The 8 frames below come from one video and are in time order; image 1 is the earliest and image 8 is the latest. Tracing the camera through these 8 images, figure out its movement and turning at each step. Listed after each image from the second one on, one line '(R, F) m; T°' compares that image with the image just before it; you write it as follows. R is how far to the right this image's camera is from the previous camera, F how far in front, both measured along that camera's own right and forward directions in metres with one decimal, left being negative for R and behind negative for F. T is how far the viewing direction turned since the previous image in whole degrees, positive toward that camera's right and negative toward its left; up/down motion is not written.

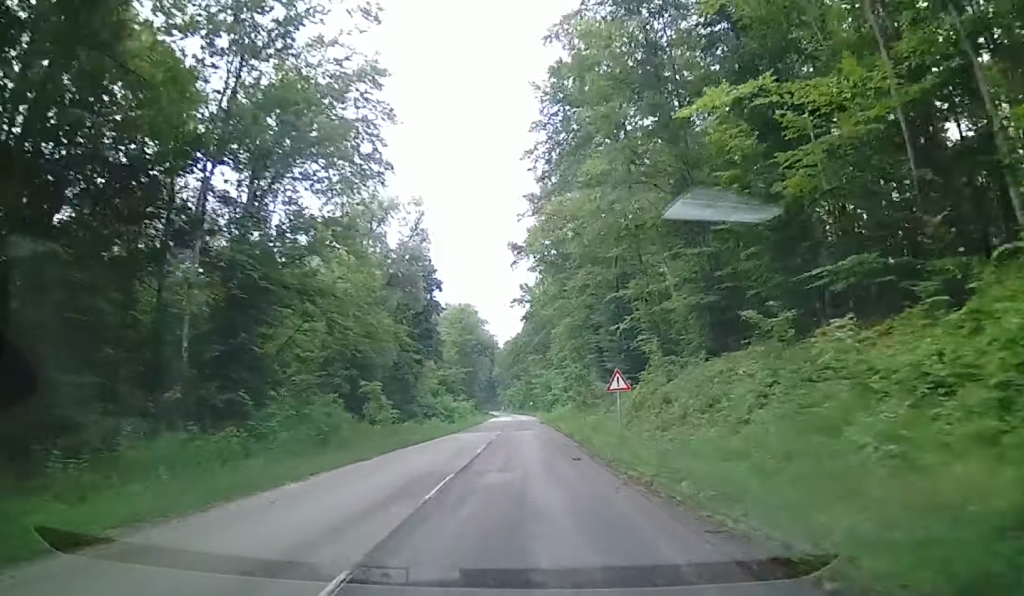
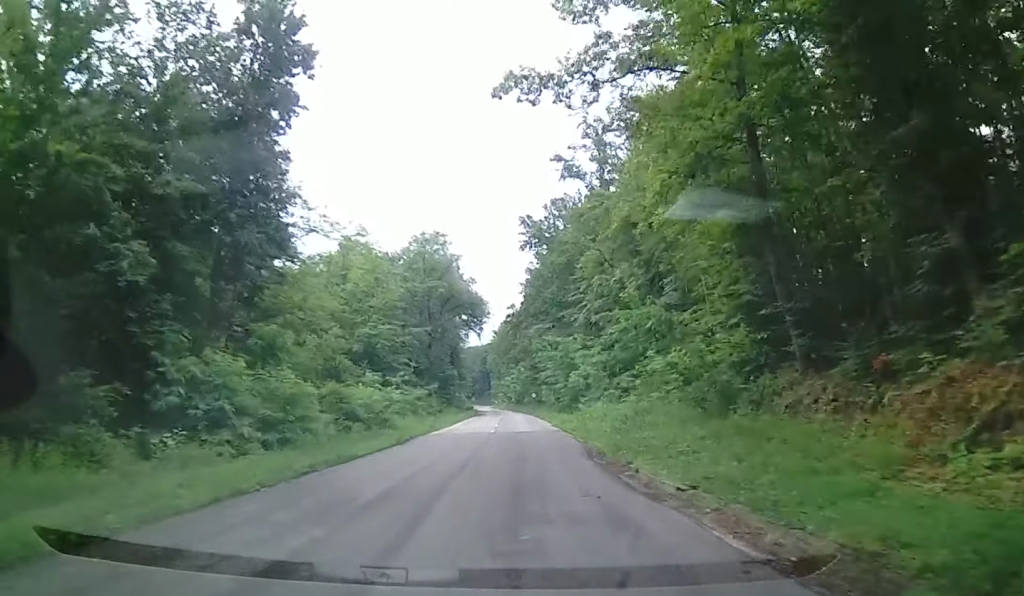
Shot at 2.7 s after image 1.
(+0.2, +44.2) m; -1°
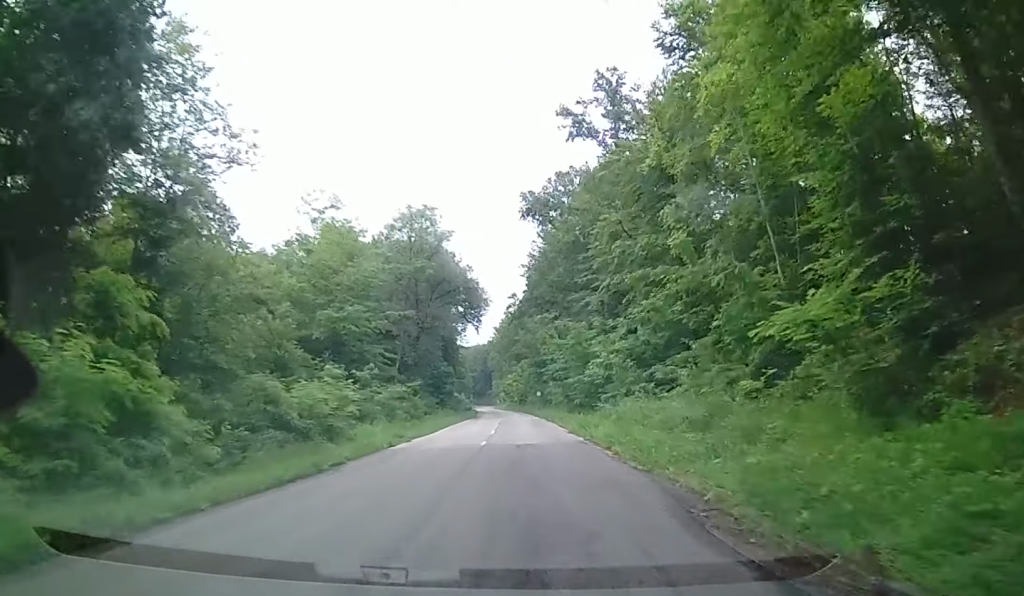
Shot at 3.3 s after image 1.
(-0.1, +10.1) m; 0°
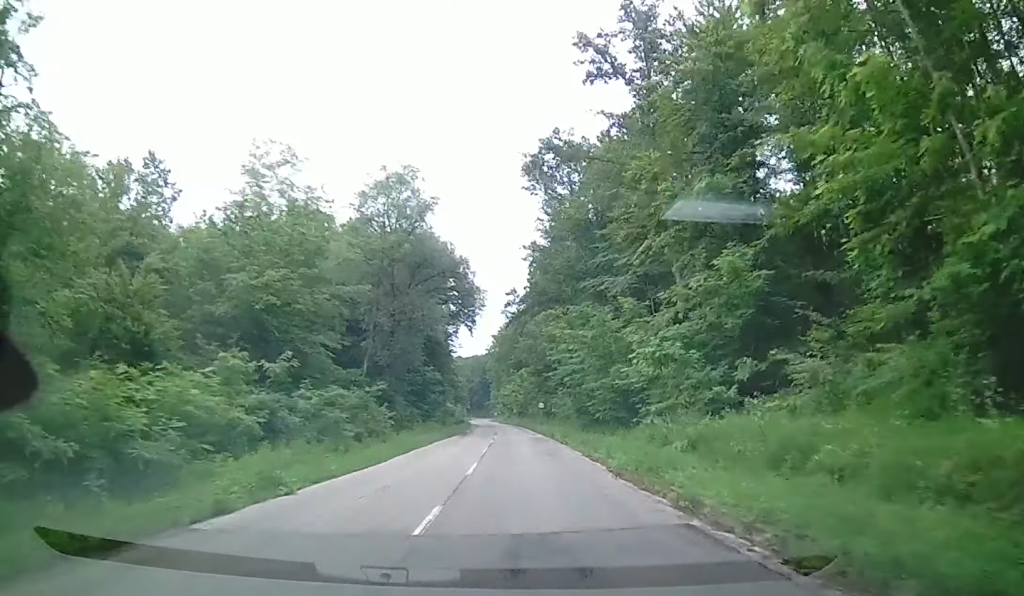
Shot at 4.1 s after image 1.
(+0.2, +13.0) m; +1°
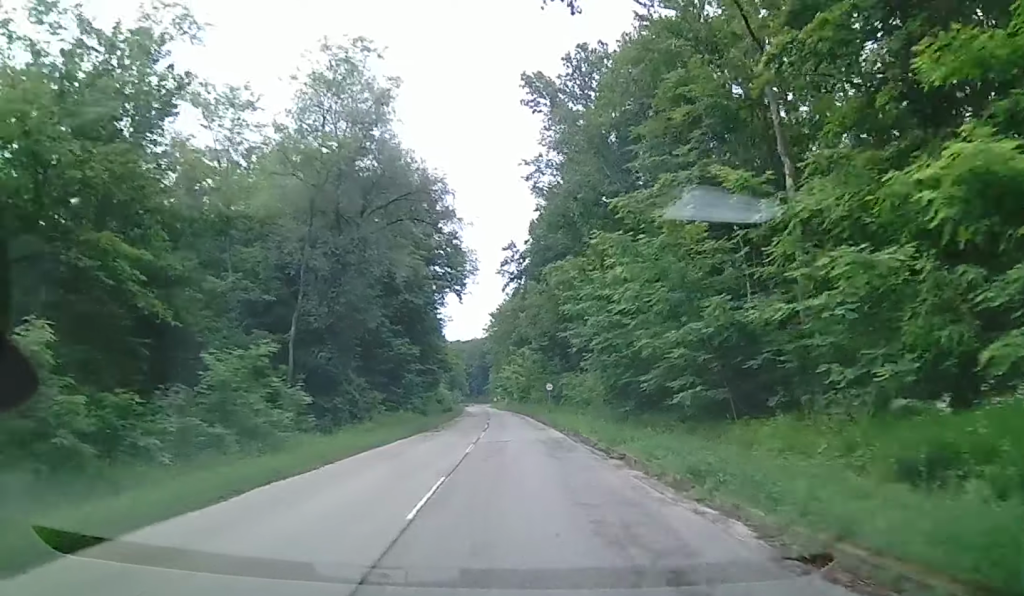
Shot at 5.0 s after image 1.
(0.0, +16.4) m; -1°
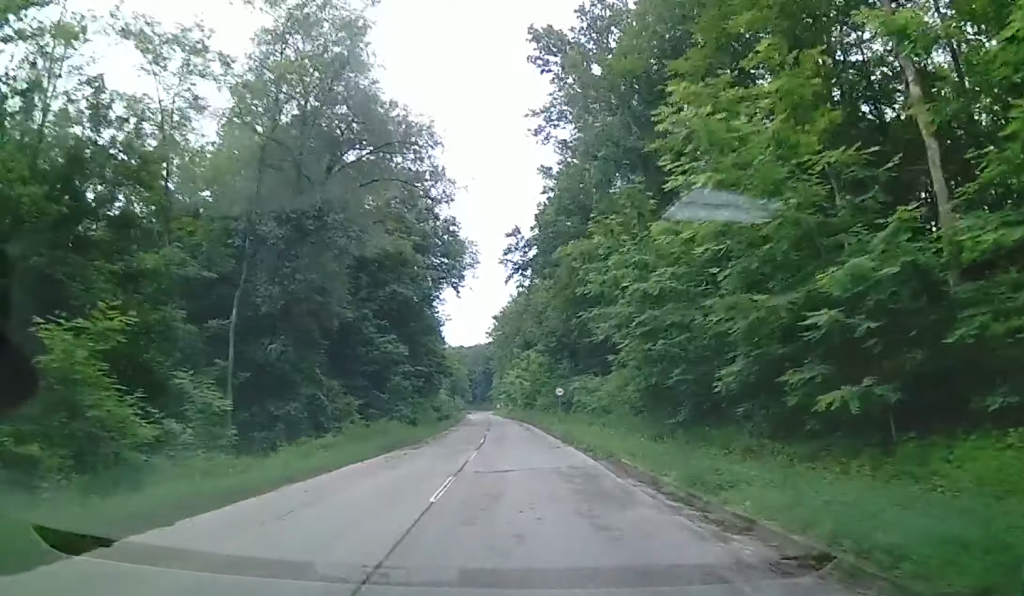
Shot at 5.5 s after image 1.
(-0.1, +7.6) m; 0°
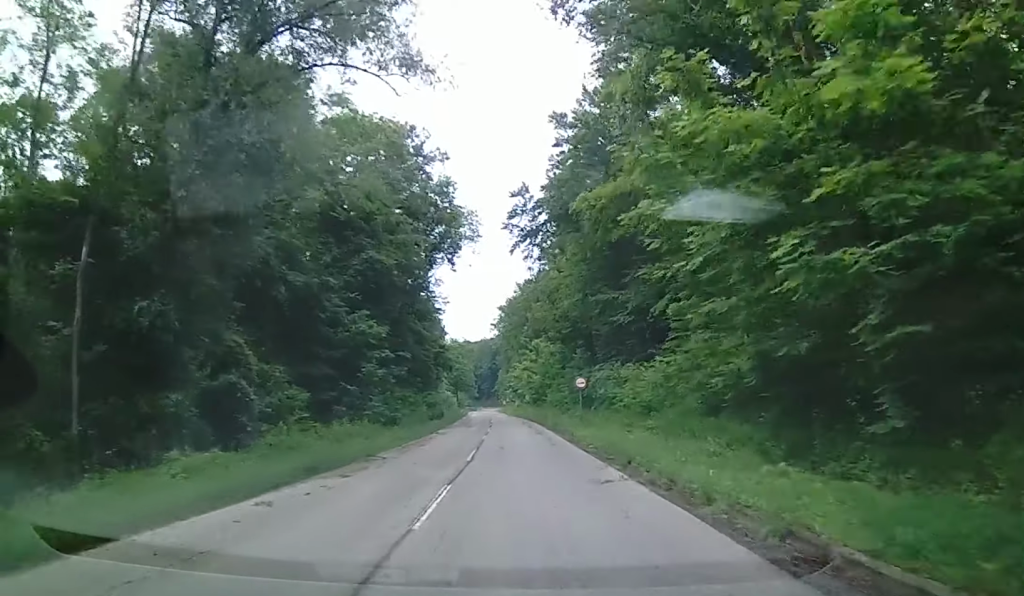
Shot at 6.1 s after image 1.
(-0.1, +10.2) m; -1°
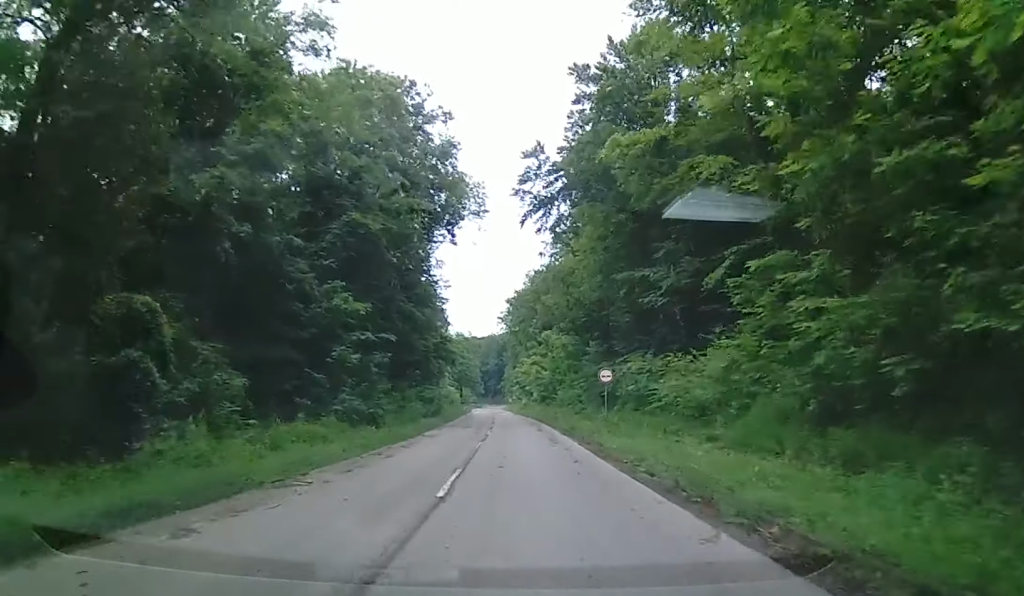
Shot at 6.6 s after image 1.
(0.0, +6.8) m; 0°
